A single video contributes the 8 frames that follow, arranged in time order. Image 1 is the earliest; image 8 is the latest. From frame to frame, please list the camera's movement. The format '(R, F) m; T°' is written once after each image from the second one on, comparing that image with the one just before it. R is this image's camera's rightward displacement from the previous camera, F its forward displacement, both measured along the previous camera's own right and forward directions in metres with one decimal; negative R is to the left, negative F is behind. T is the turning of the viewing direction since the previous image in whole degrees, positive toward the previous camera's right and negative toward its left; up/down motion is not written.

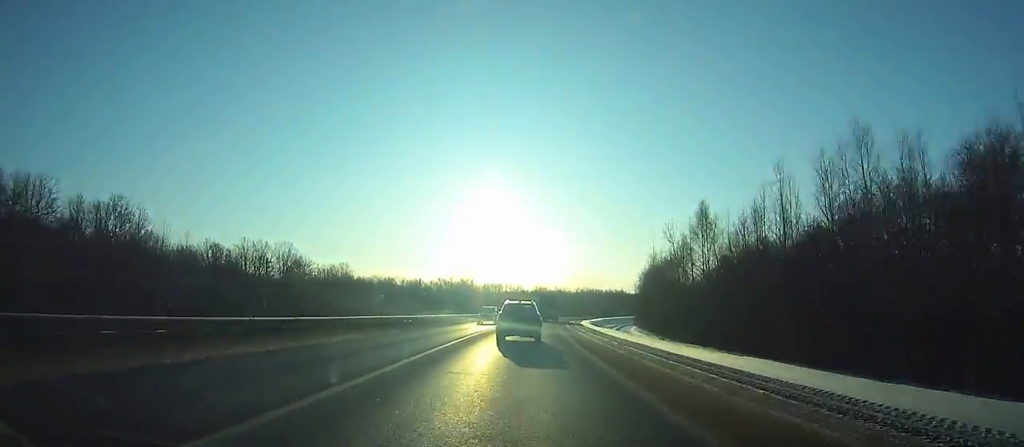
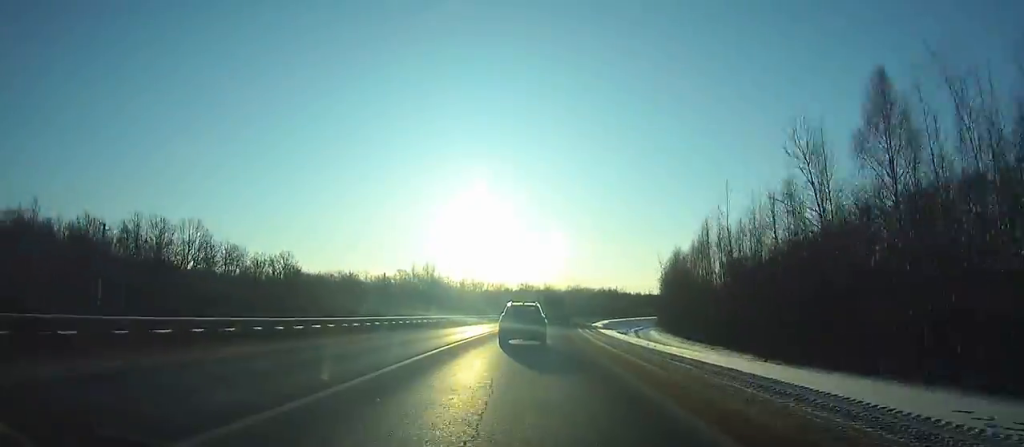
(+0.3, +36.6) m; +2°
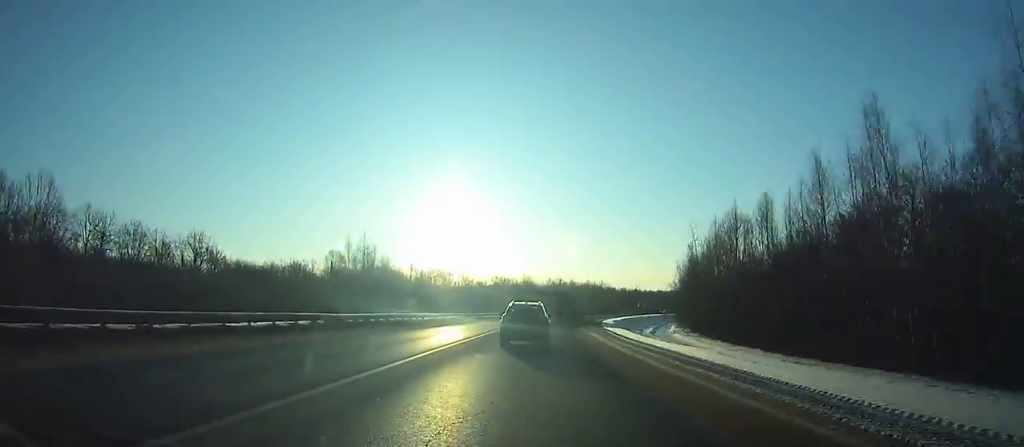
(+0.2, +34.3) m; +2°
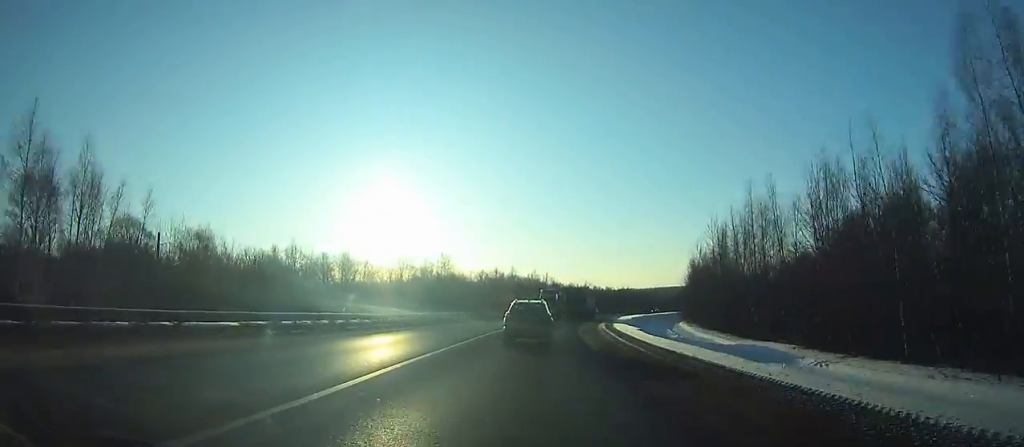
(+2.3, +59.0) m; +6°
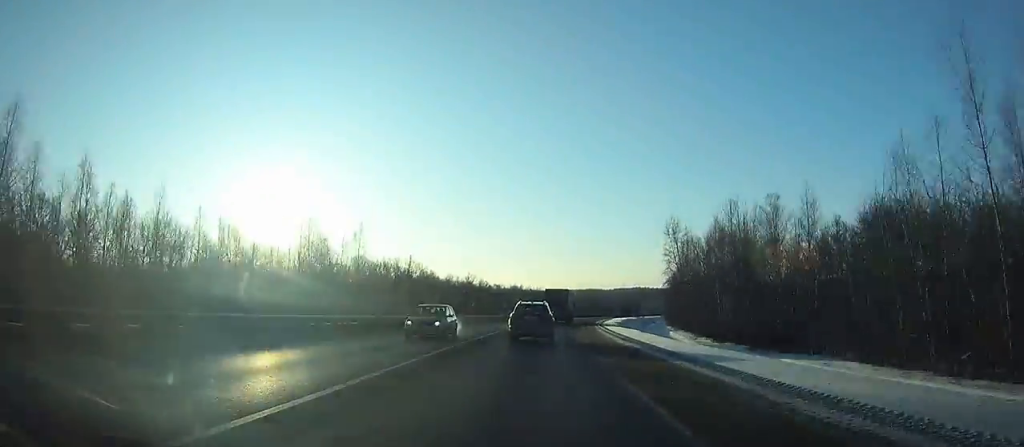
(+8.7, +85.6) m; +10°
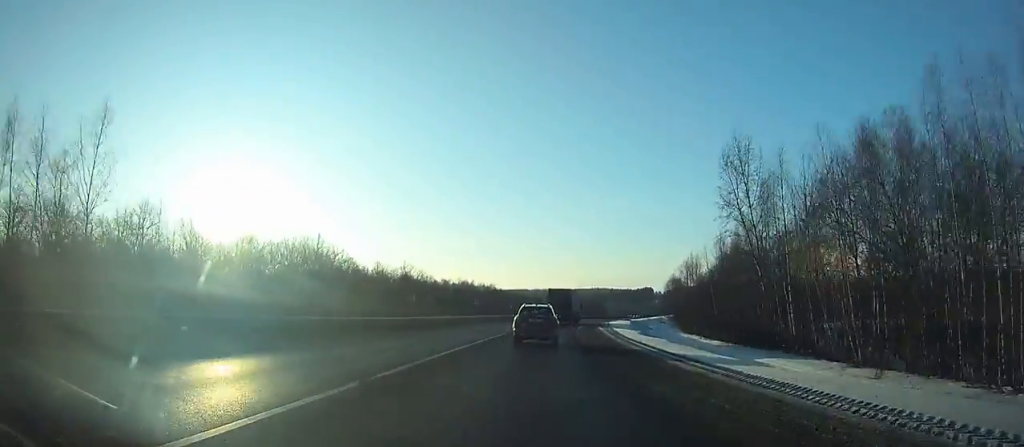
(+2.0, +44.3) m; +5°
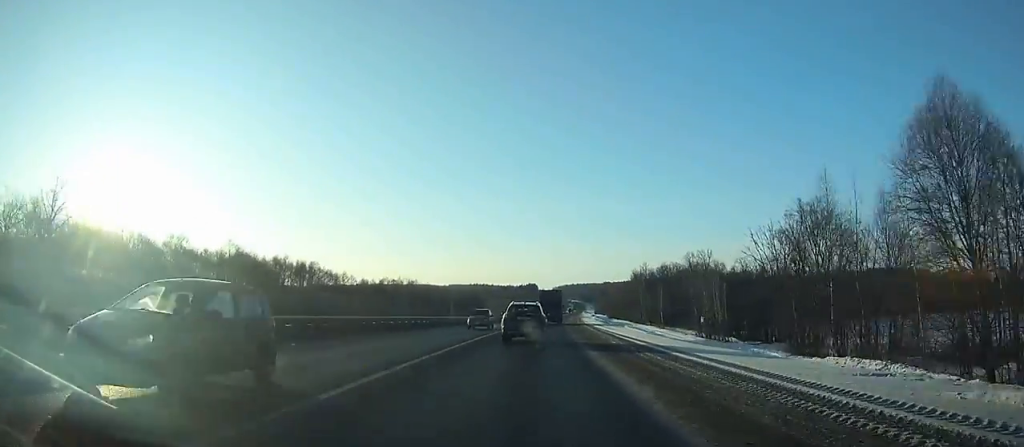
(+11.5, +106.0) m; +11°
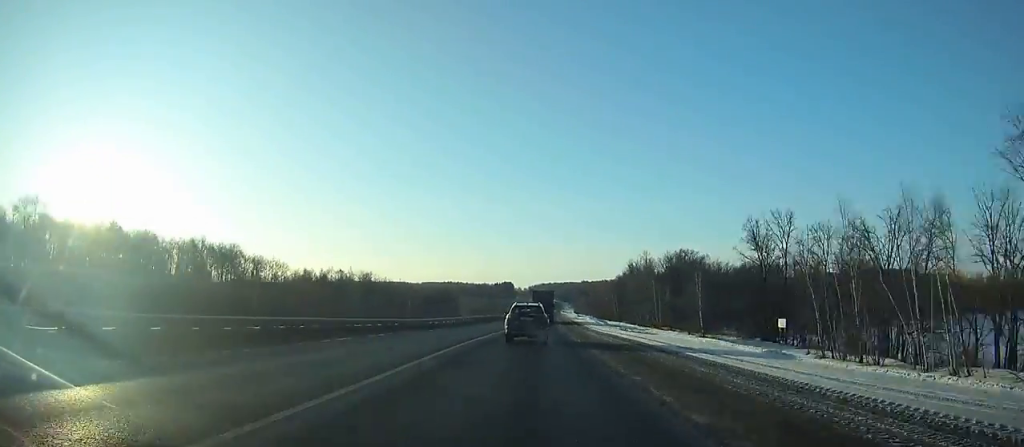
(+1.0, +38.1) m; +2°
